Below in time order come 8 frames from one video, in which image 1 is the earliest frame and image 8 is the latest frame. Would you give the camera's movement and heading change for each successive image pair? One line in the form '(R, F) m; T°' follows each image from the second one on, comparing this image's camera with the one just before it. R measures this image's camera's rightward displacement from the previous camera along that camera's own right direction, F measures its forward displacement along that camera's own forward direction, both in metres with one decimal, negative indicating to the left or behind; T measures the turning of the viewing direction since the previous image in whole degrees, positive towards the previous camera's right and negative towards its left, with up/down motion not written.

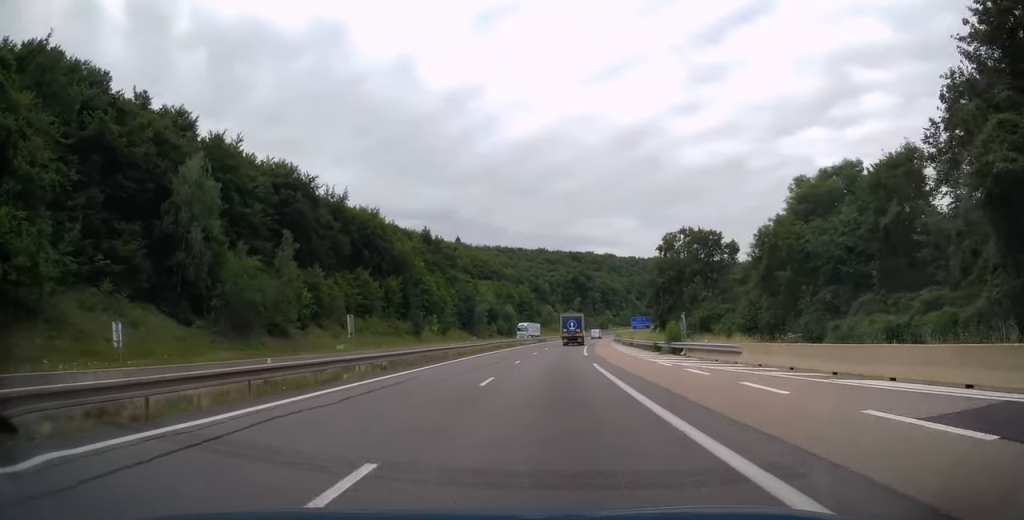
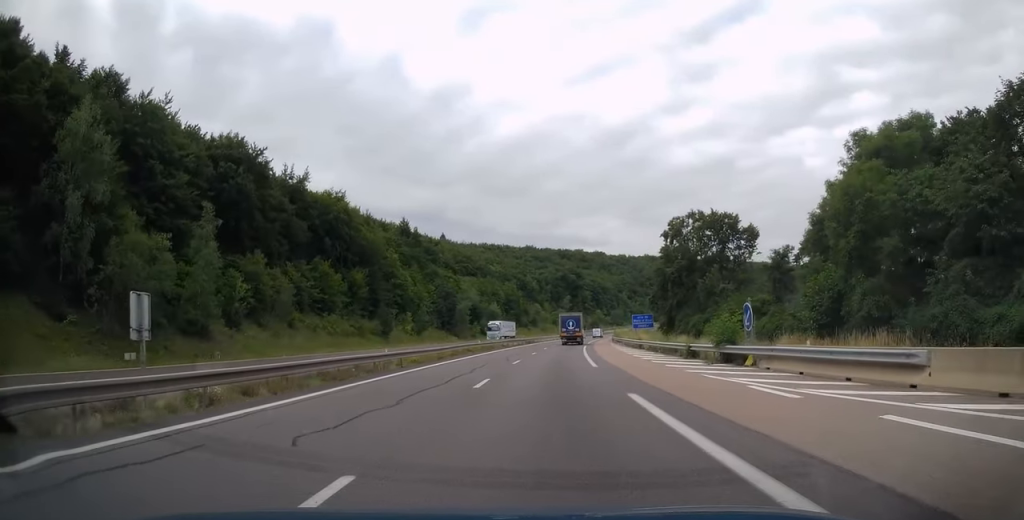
(+0.1, +13.7) m; +1°
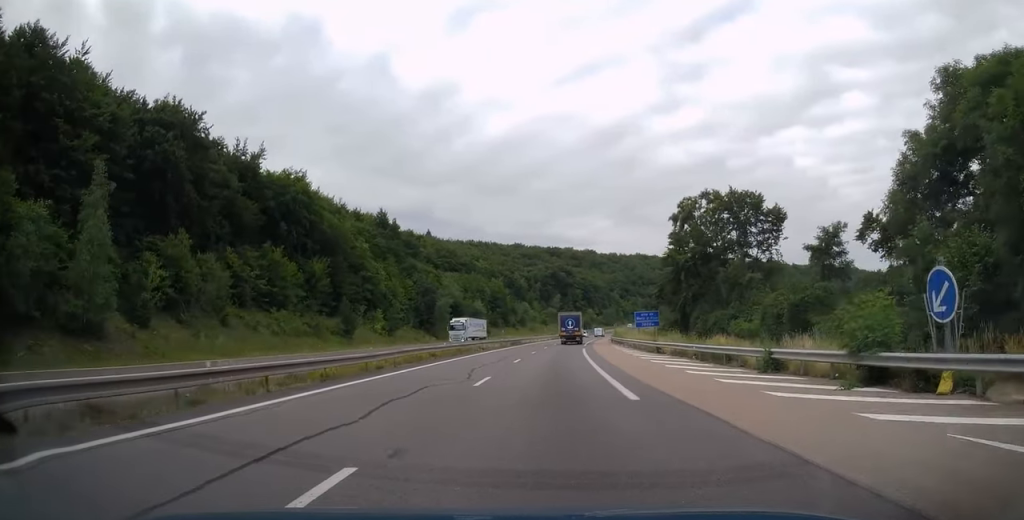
(0.0, +12.9) m; +1°
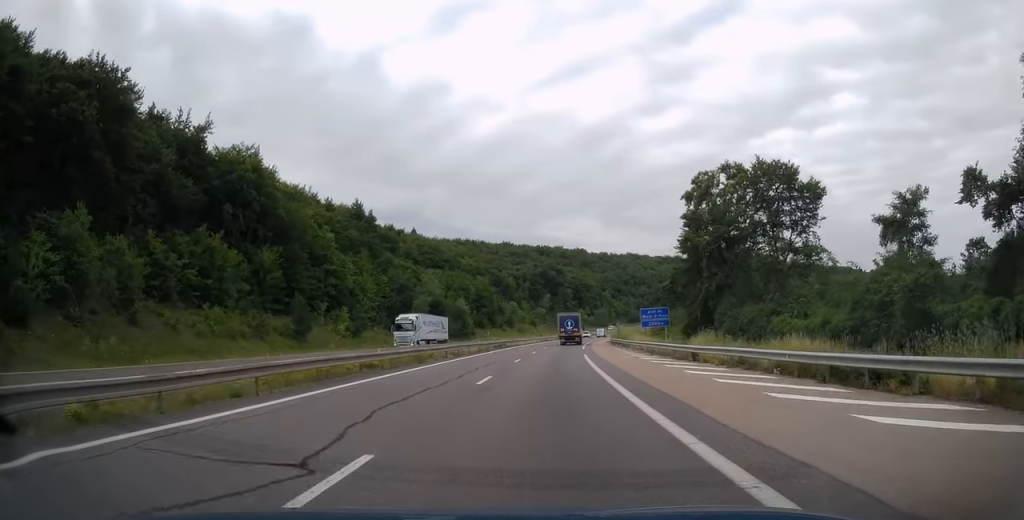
(+0.3, +12.4) m; +1°
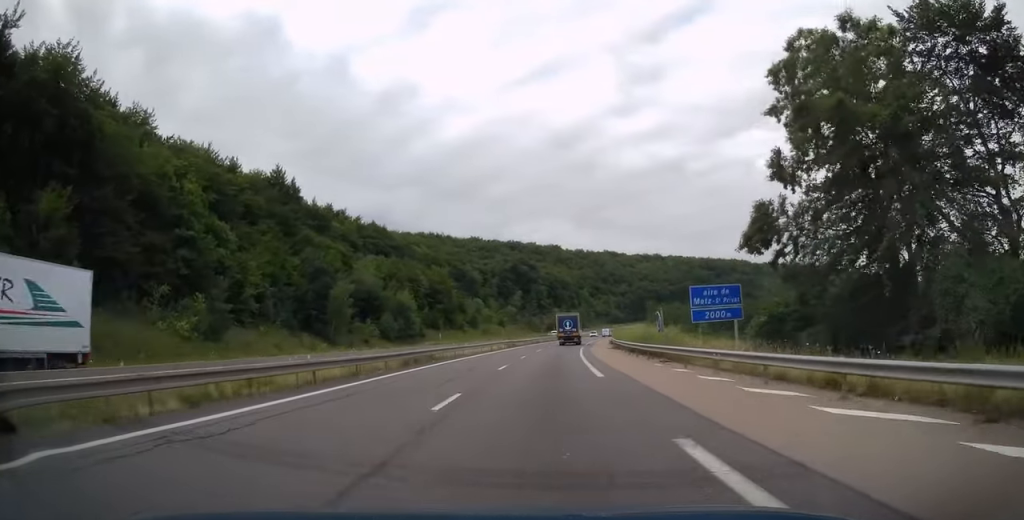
(+0.5, +32.0) m; +2°
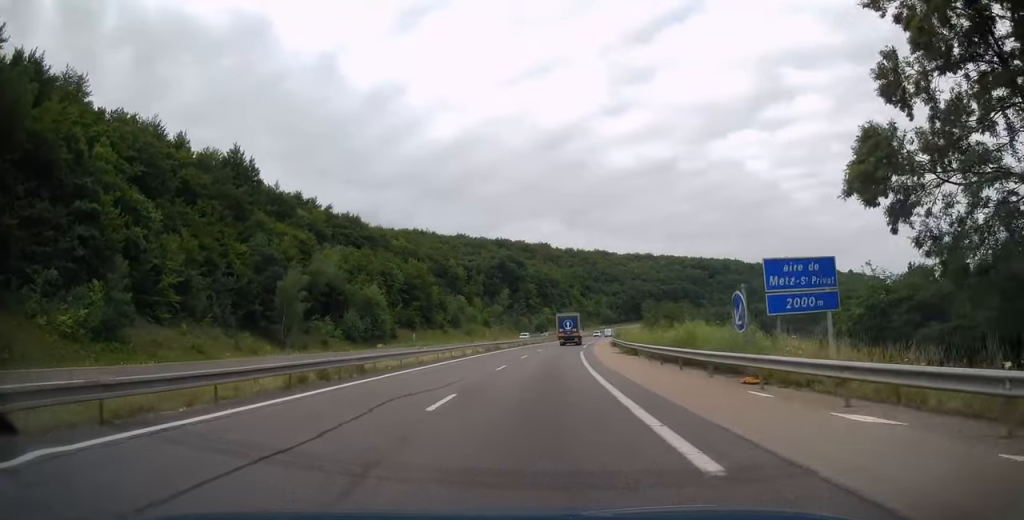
(+0.2, +13.3) m; +1°
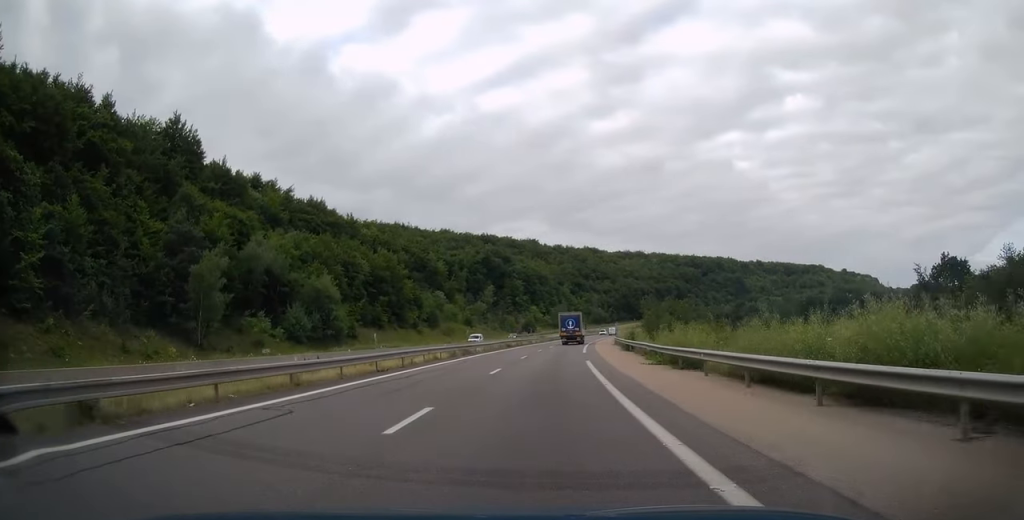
(+0.1, +15.8) m; +2°
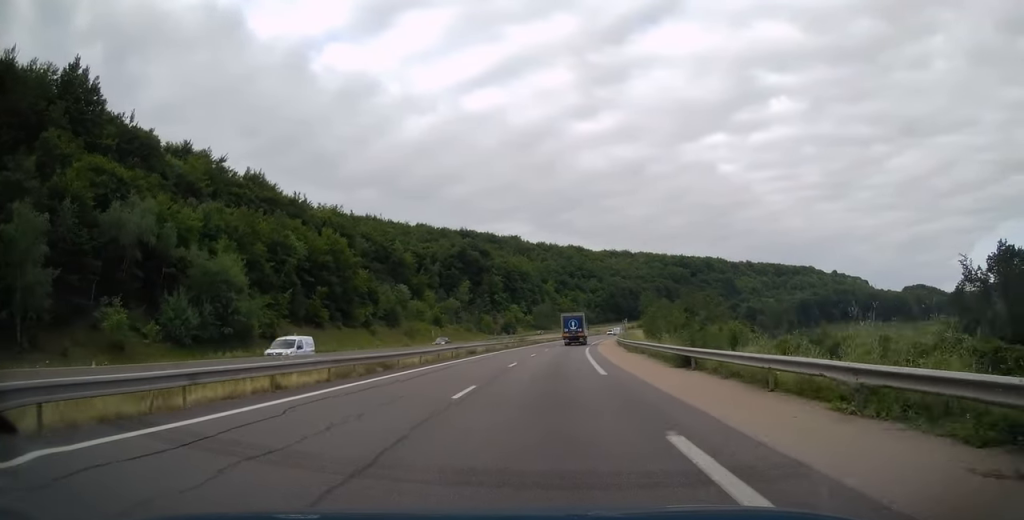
(+0.4, +21.2) m; +2°
